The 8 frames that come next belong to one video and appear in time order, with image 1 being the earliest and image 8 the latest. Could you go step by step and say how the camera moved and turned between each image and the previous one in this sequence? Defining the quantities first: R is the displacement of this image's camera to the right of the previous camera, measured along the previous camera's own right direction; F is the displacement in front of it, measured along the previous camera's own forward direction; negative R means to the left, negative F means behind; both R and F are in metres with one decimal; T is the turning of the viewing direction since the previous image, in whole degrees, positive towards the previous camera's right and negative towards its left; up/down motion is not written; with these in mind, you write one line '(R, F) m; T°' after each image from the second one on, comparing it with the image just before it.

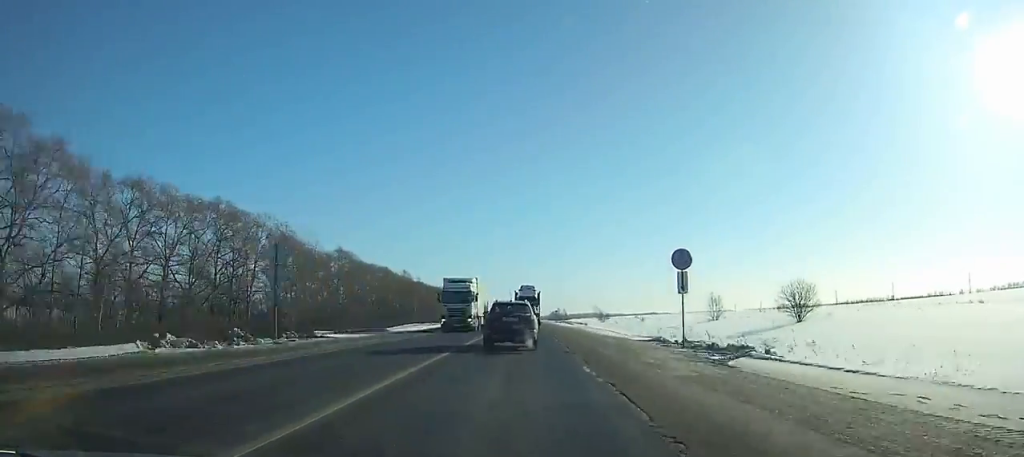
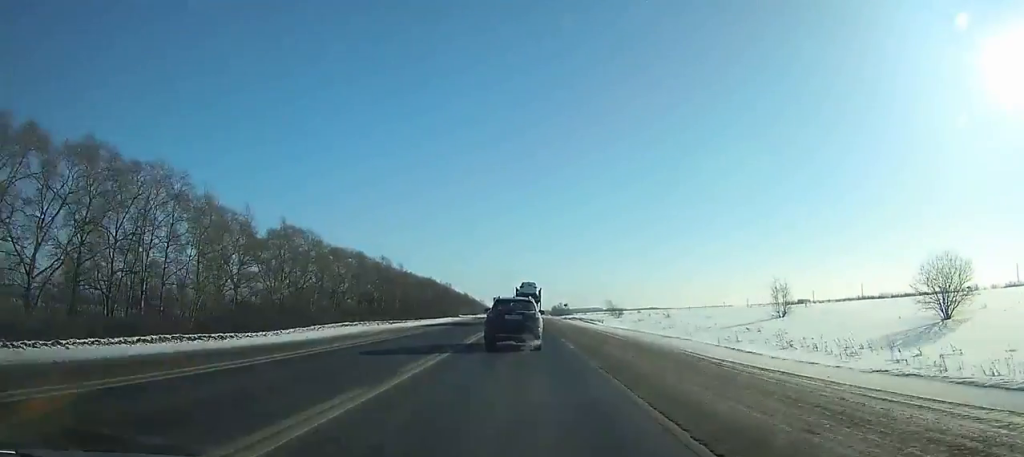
(0.0, +26.8) m; 0°
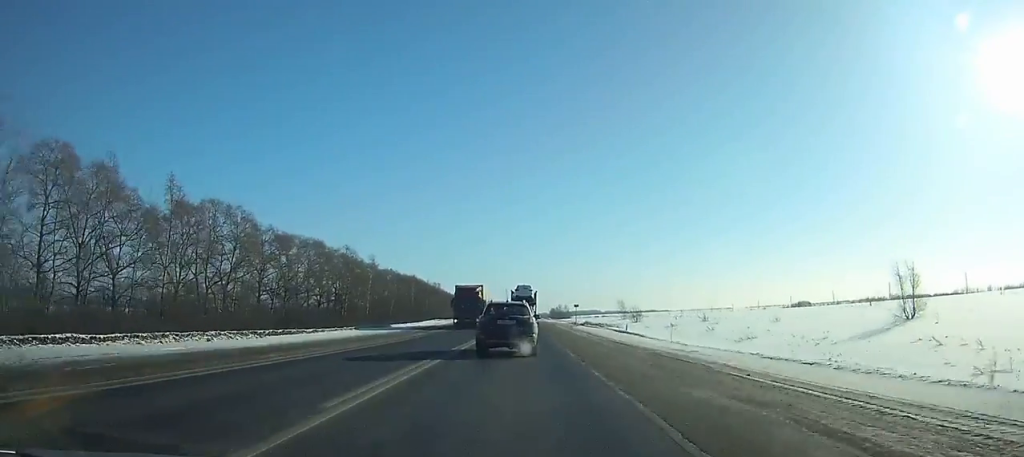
(0.0, +28.8) m; 0°
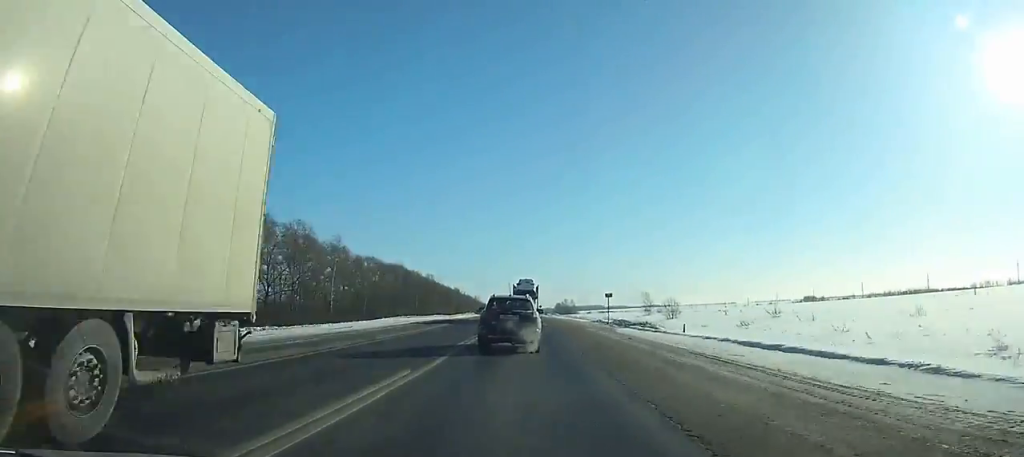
(0.0, +29.1) m; 0°
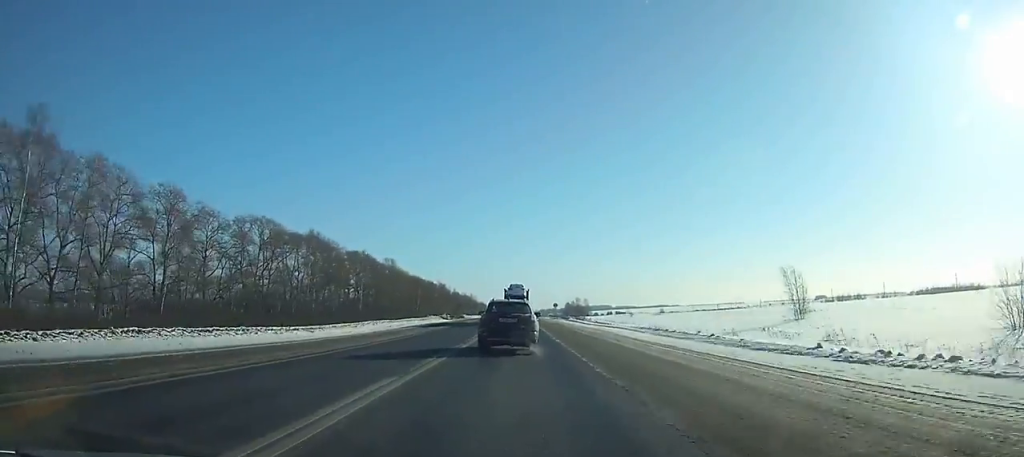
(-0.4, +75.1) m; -1°
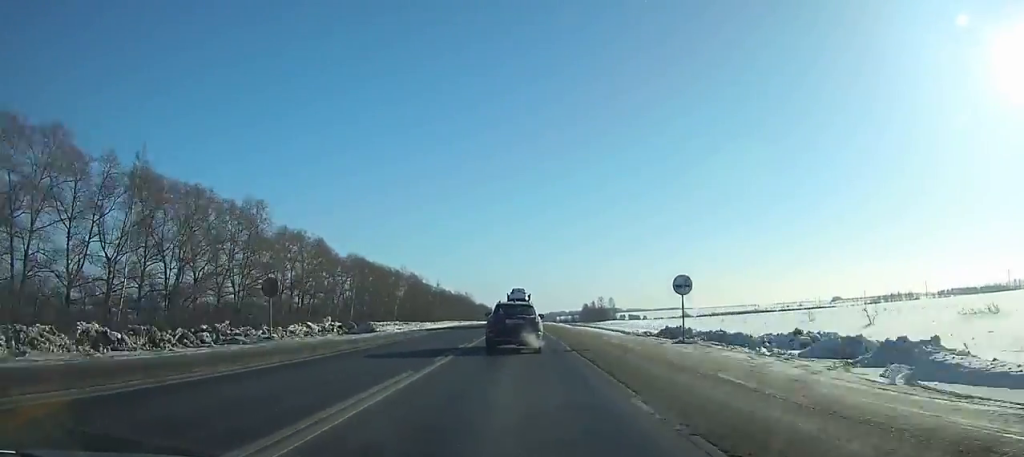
(-0.7, +78.3) m; -1°
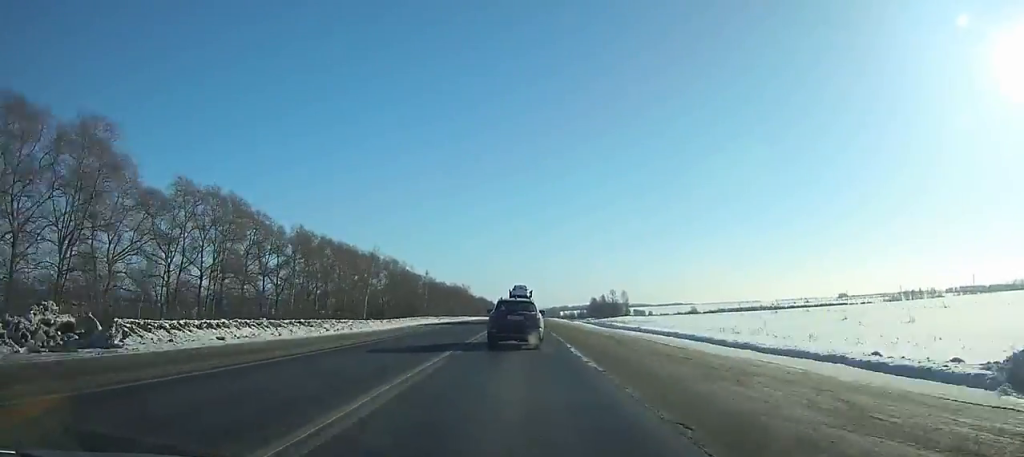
(0.0, +29.2) m; 0°
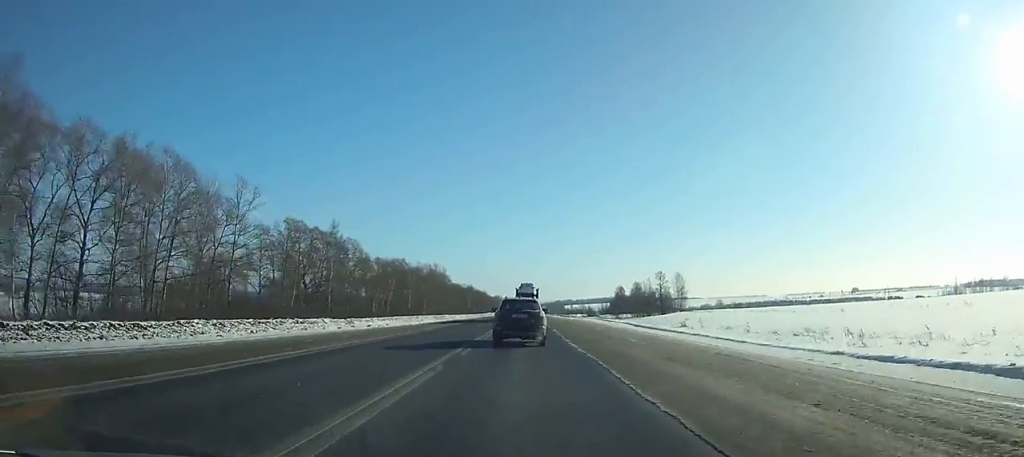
(-0.2, +92.1) m; 0°
